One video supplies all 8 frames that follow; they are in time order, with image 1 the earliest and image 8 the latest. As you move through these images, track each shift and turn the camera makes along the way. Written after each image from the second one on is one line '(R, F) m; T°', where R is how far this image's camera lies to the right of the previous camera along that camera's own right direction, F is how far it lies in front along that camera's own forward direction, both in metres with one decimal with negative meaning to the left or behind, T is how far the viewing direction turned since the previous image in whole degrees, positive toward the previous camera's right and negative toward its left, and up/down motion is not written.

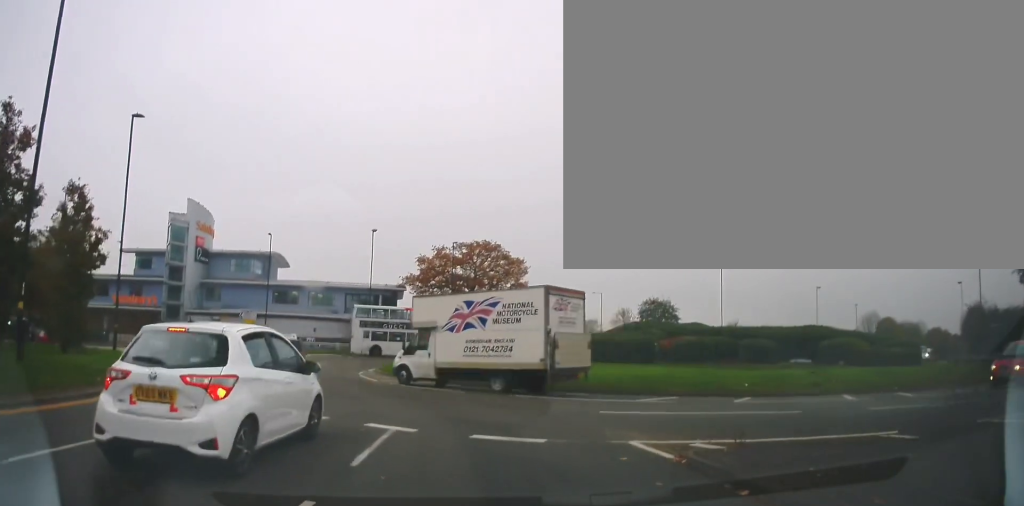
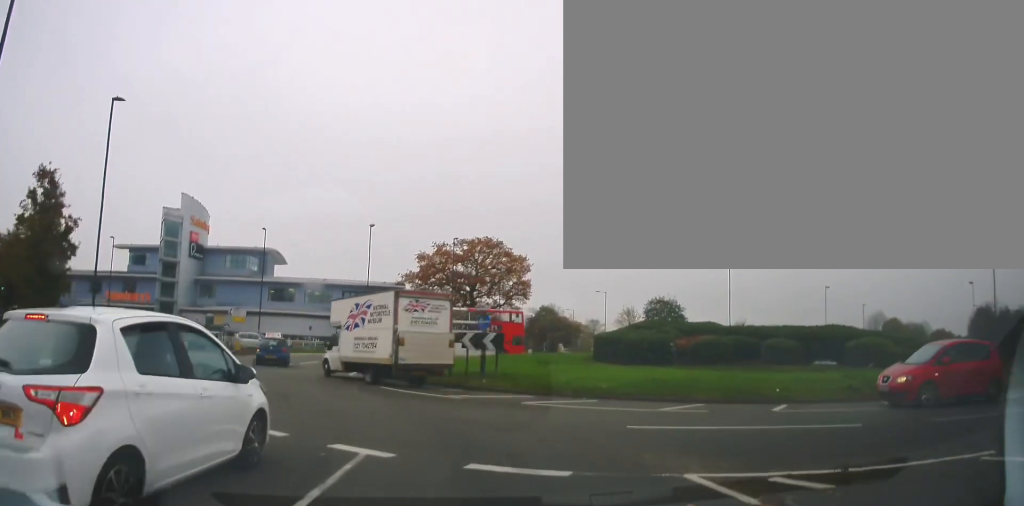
(-0.1, +2.5) m; +1°
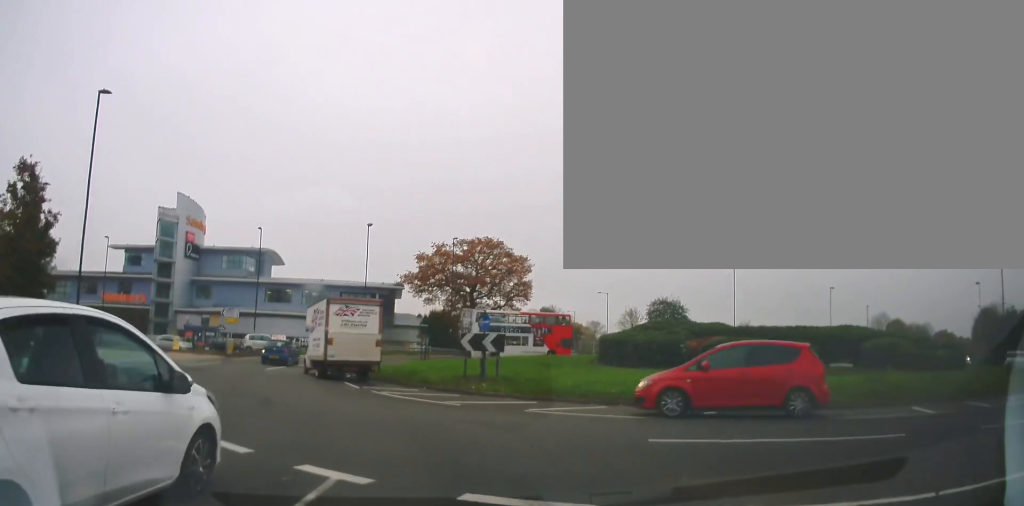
(0.0, +1.6) m; 0°
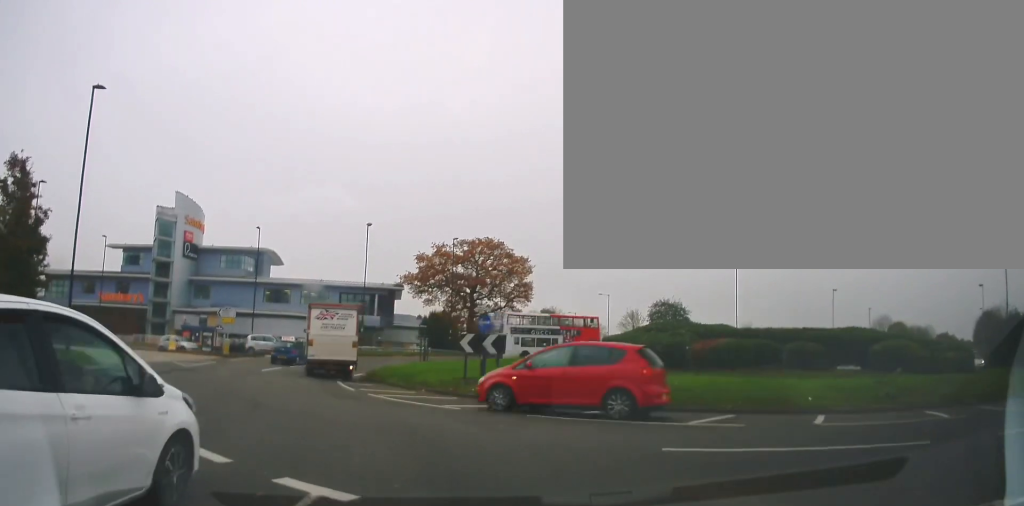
(+0.1, +0.8) m; 0°
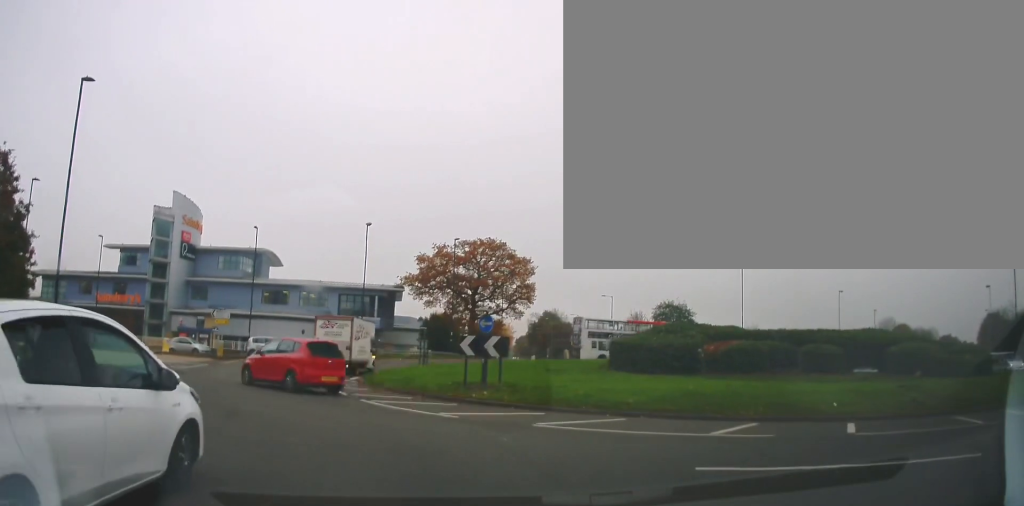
(-0.3, +0.9) m; 0°
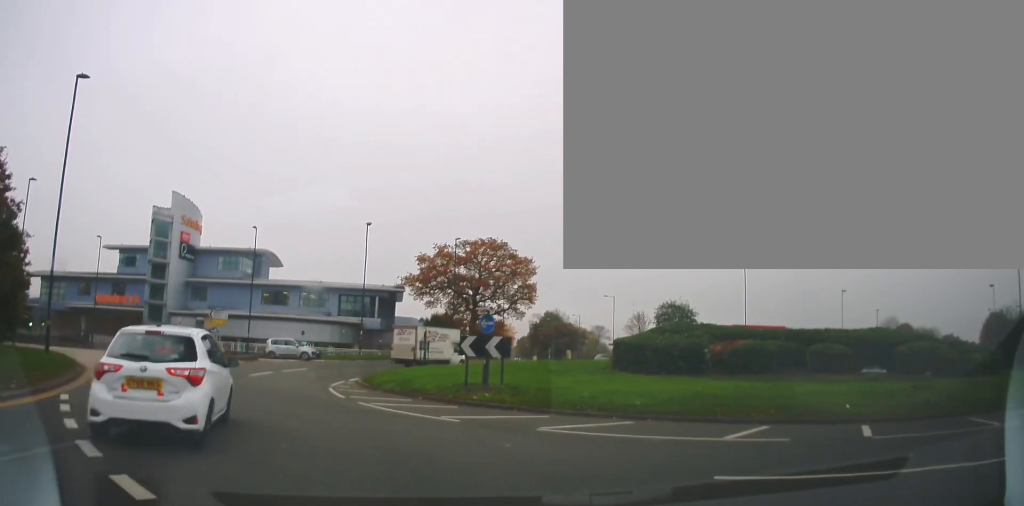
(+0.2, +0.9) m; 0°
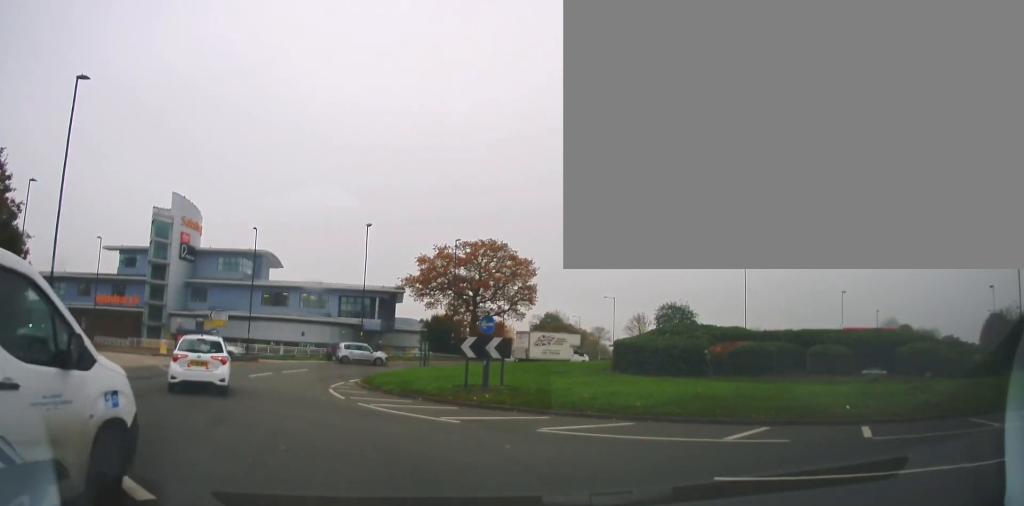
(0.0, +0.3) m; 0°
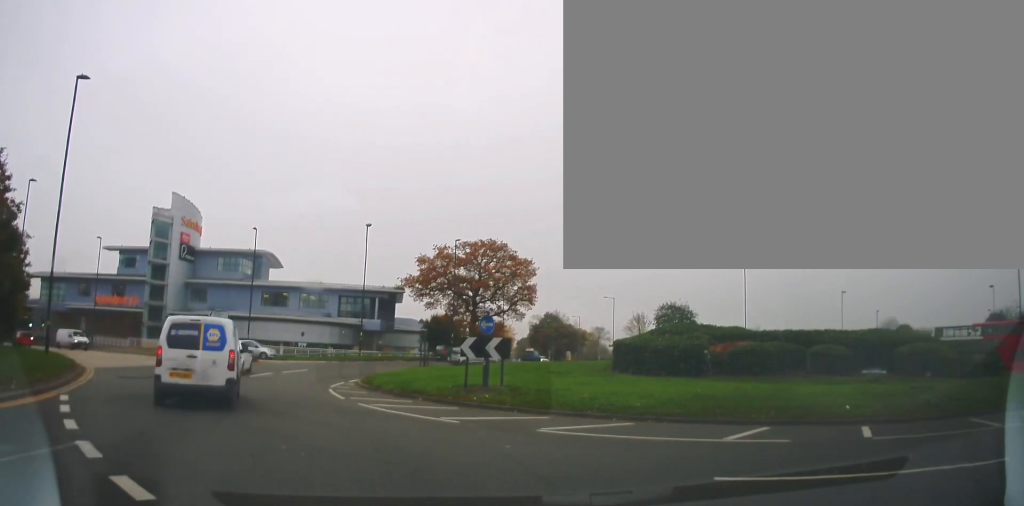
(0.0, 0.0) m; 0°
